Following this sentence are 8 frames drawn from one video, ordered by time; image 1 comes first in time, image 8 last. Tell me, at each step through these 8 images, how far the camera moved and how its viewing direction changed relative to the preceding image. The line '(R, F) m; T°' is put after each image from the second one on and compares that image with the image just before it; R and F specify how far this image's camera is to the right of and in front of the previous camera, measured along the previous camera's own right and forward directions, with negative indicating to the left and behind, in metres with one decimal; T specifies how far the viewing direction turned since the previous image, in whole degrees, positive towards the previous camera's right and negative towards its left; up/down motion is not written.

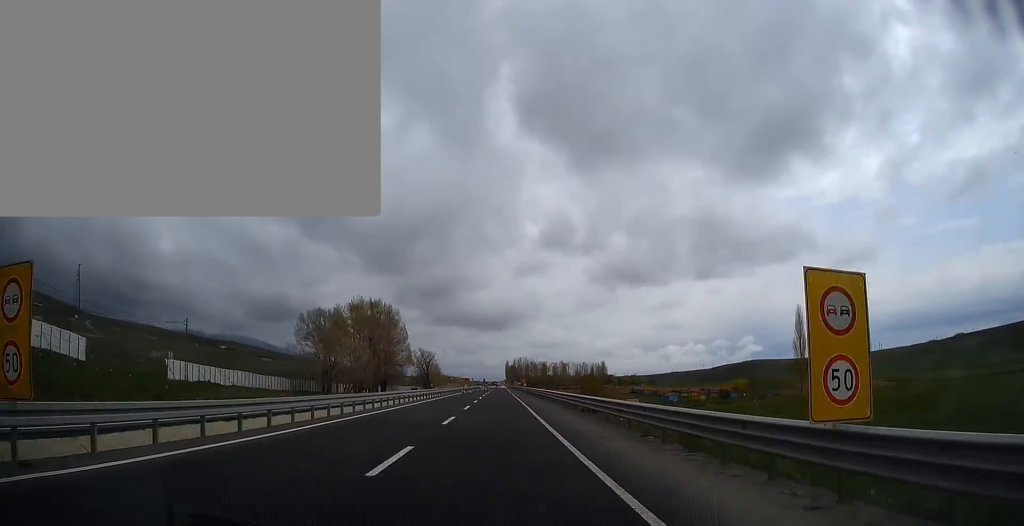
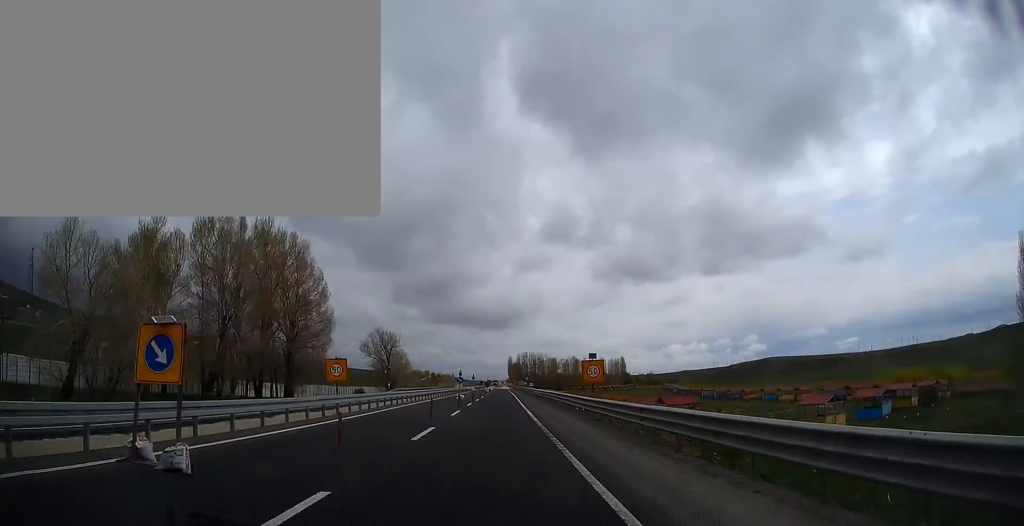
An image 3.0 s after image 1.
(+0.1, +72.4) m; 0°
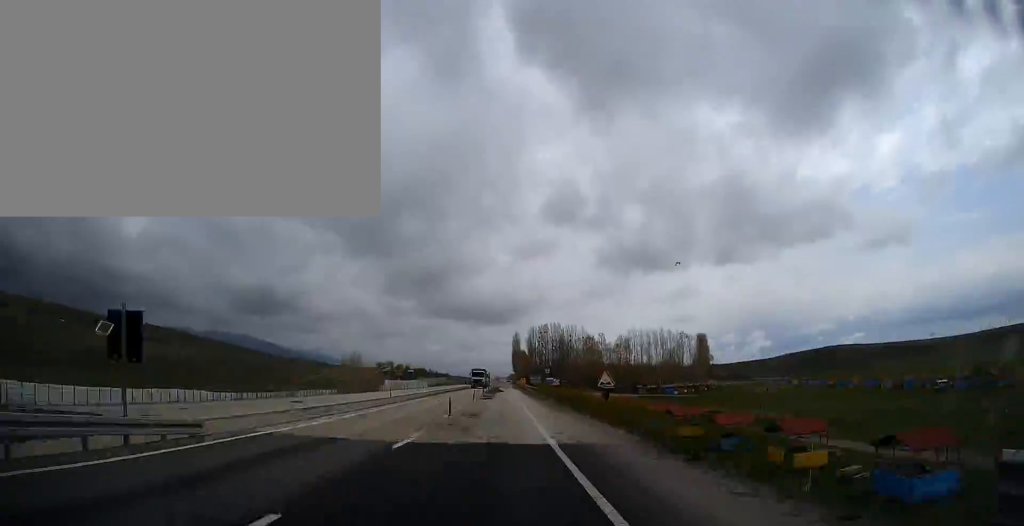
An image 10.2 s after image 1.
(+0.1, +167.7) m; 0°
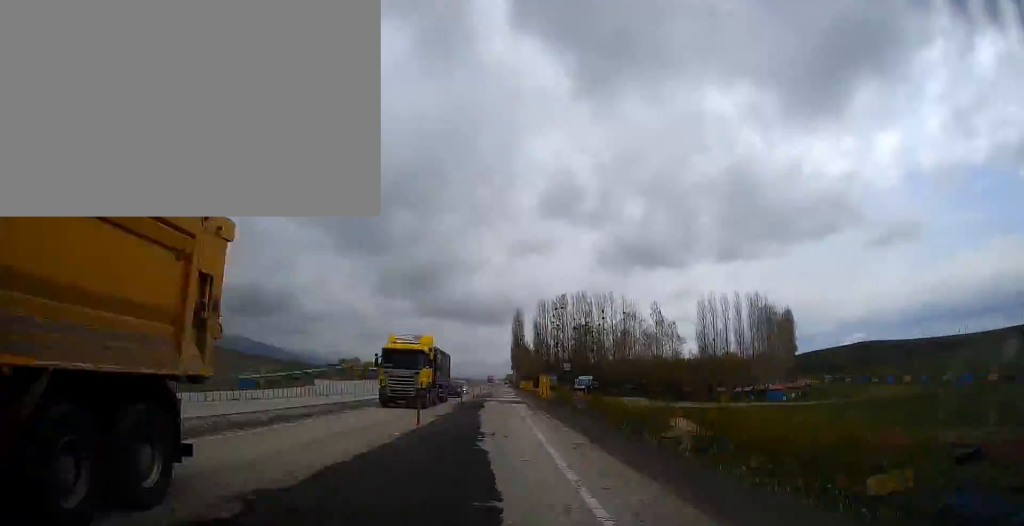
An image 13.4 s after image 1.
(0.0, +69.9) m; 0°
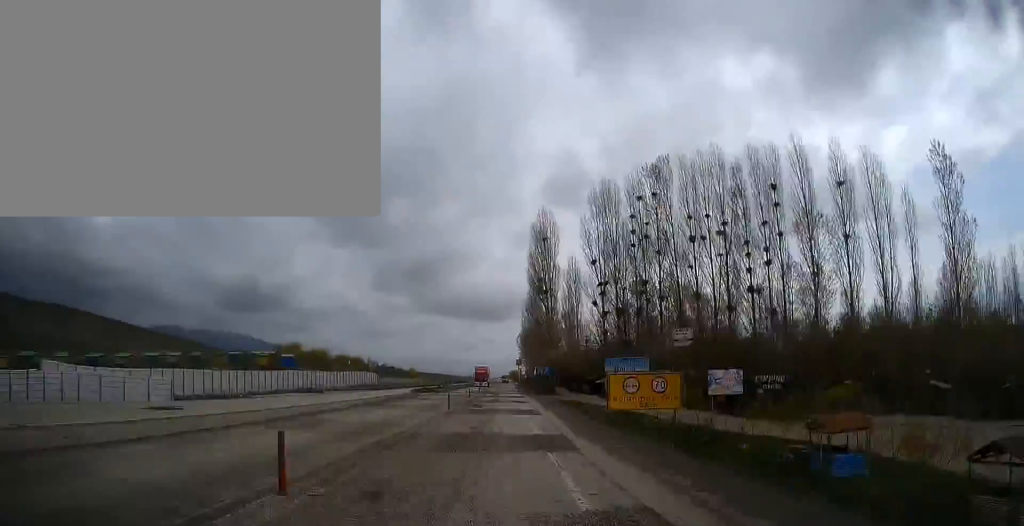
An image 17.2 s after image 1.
(0.0, +79.0) m; 0°
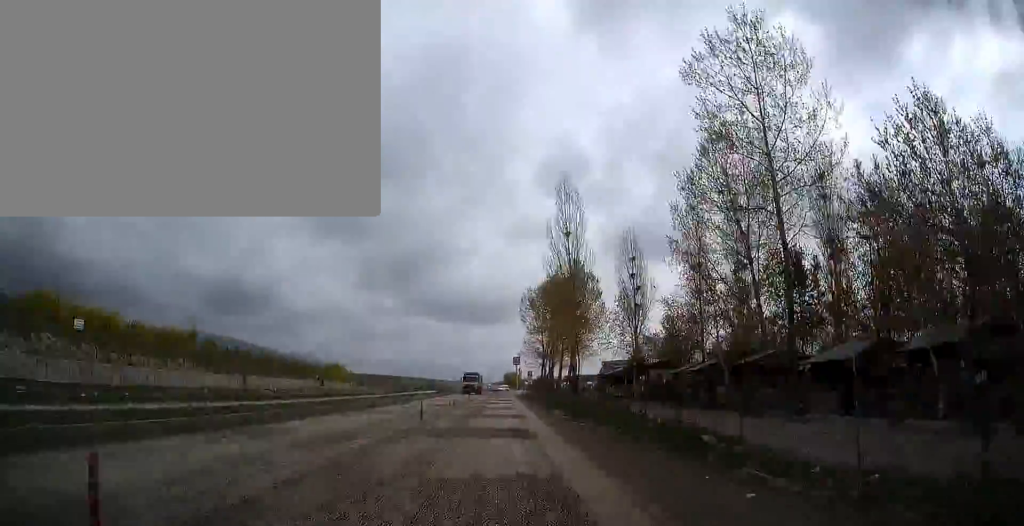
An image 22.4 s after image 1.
(+0.1, +96.7) m; 0°
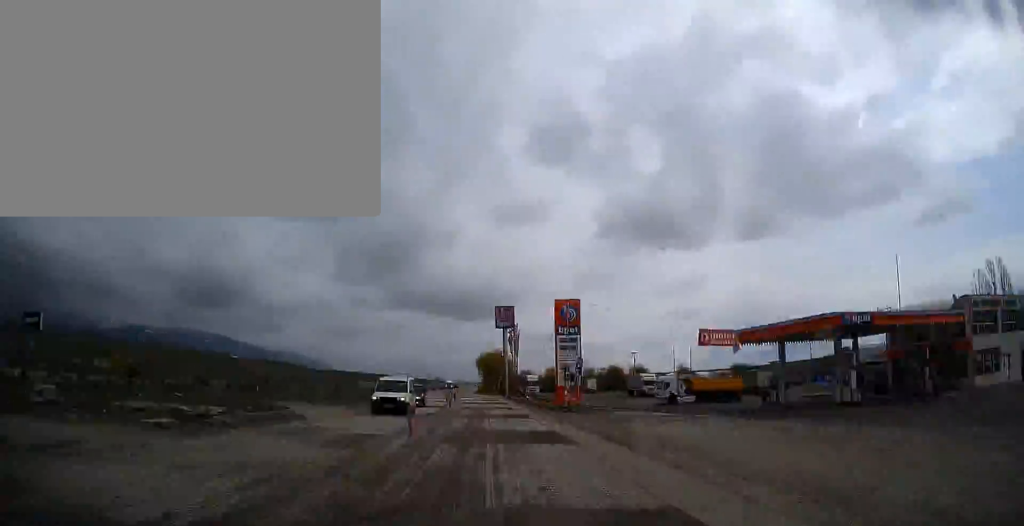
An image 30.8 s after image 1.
(+0.8, +138.3) m; +1°
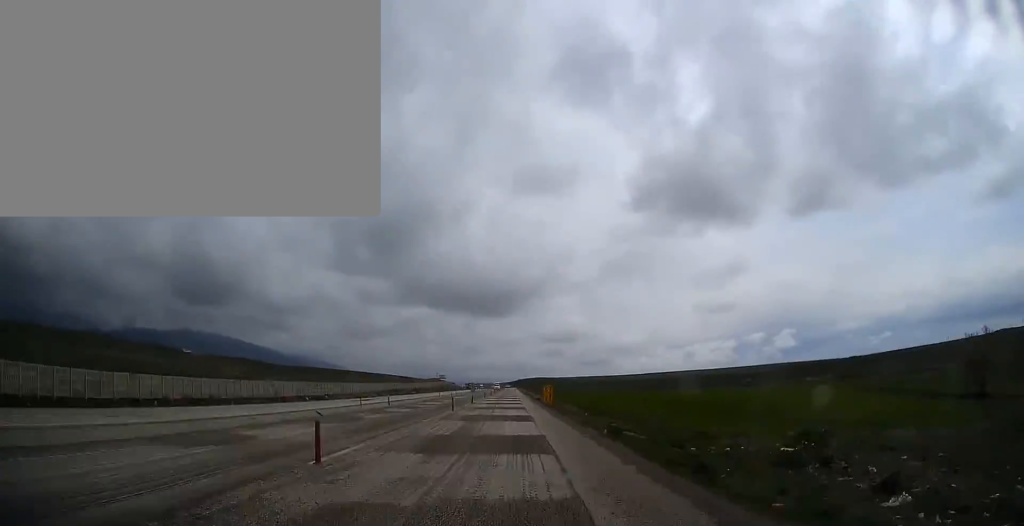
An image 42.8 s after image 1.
(-8.2, +349.8) m; -2°
